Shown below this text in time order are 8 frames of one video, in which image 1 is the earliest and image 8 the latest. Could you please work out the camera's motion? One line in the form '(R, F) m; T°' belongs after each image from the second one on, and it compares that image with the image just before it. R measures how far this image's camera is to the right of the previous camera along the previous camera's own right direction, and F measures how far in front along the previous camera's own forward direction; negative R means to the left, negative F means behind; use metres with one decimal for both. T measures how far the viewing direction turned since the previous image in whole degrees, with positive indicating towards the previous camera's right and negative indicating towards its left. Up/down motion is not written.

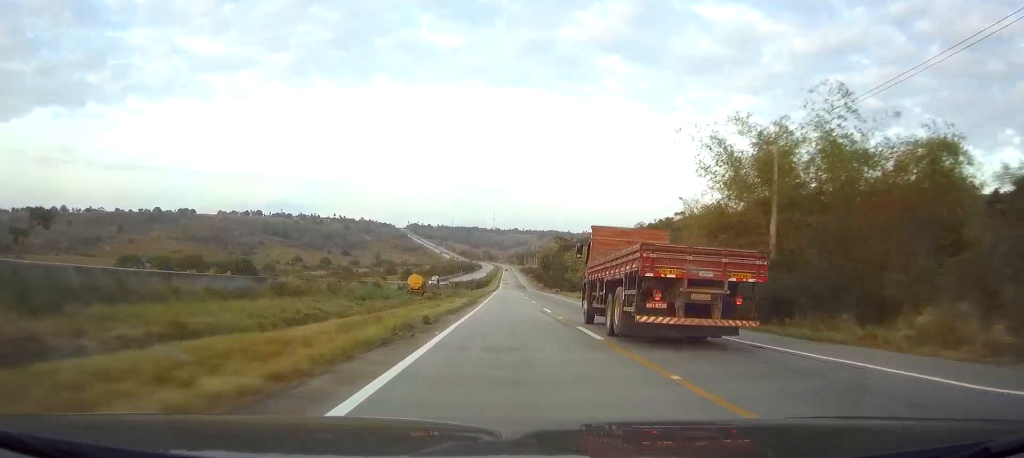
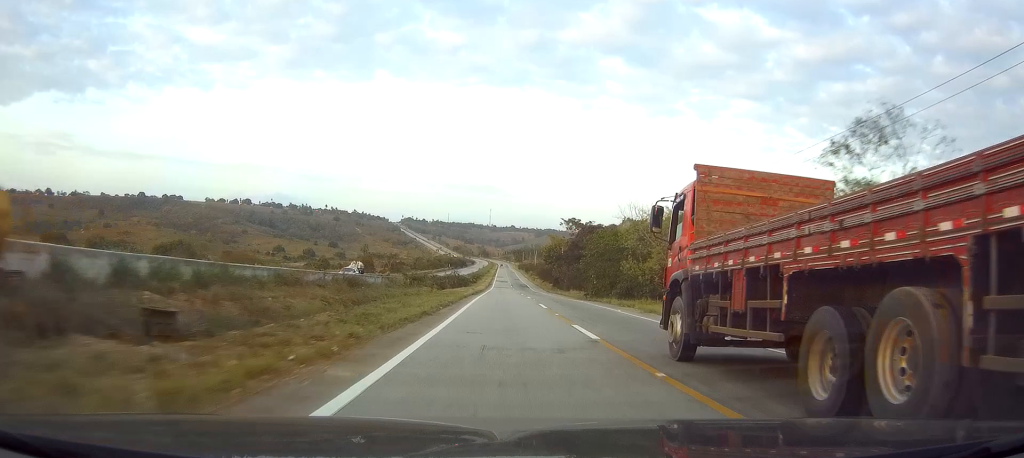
(+0.3, +48.7) m; 0°
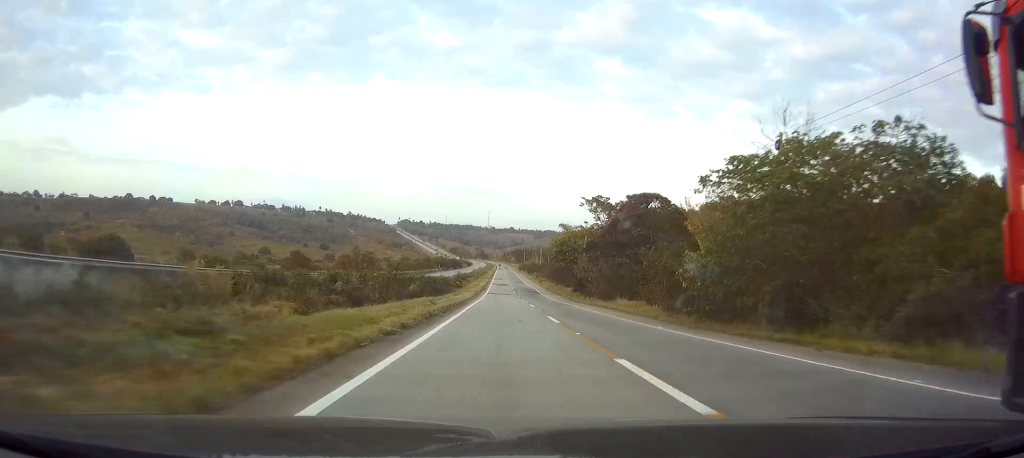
(-0.1, +40.8) m; 0°
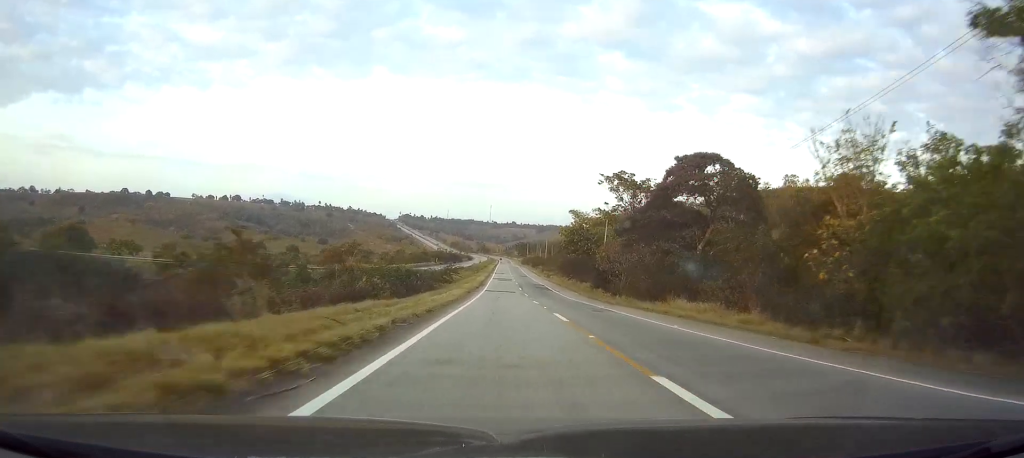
(0.0, +18.7) m; 0°
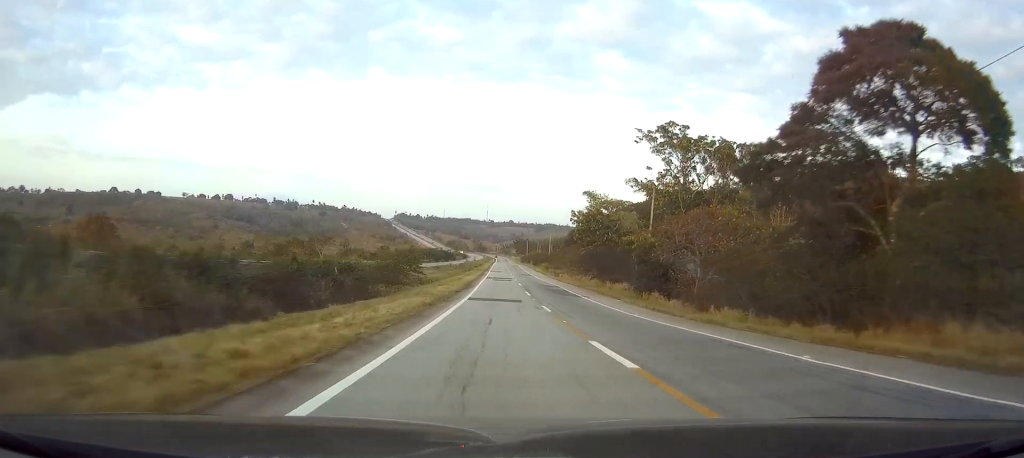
(0.0, +26.8) m; 0°
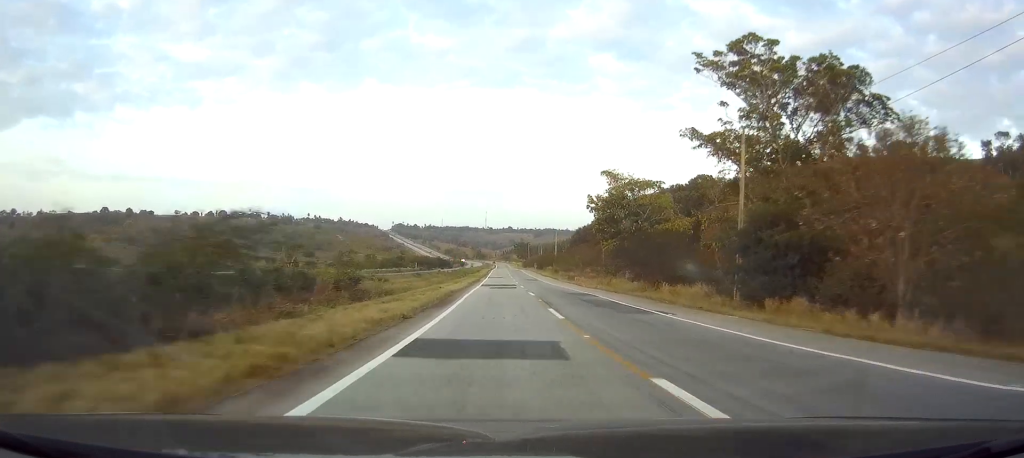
(+0.1, +22.2) m; 0°
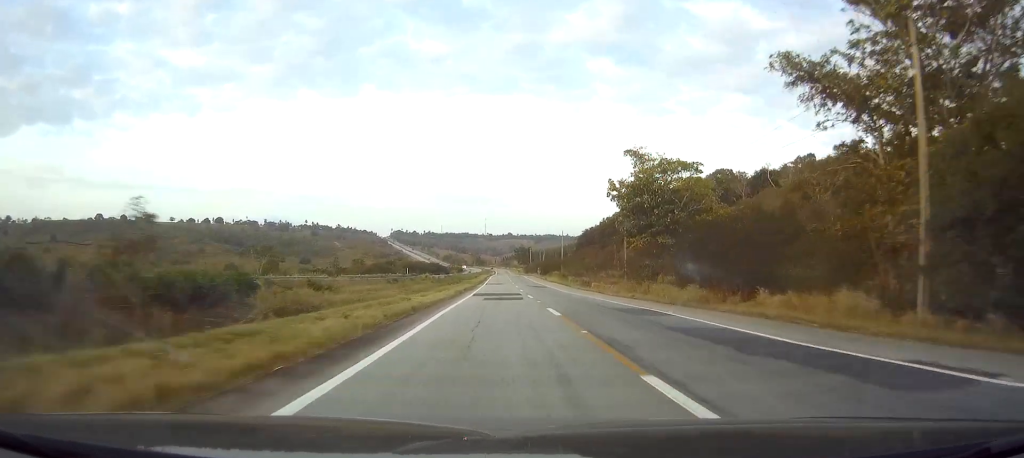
(0.0, +16.3) m; 0°
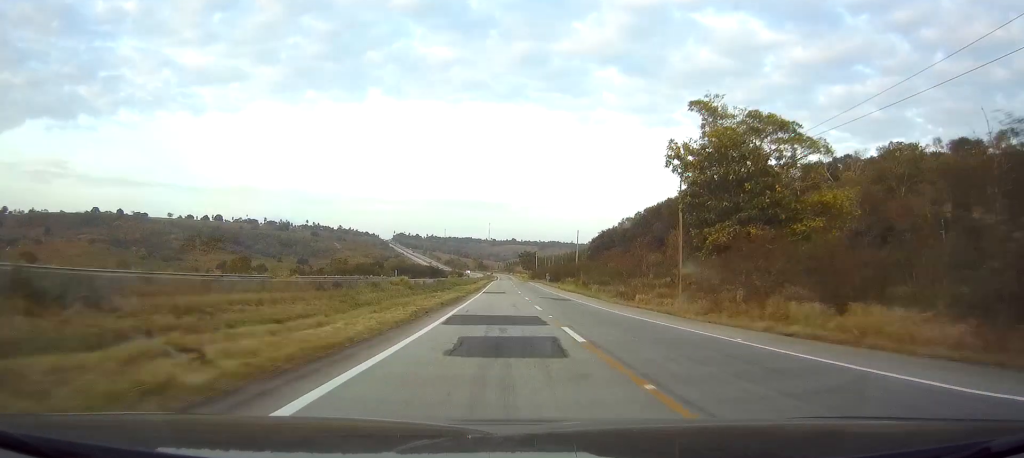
(+0.1, +22.2) m; 0°
